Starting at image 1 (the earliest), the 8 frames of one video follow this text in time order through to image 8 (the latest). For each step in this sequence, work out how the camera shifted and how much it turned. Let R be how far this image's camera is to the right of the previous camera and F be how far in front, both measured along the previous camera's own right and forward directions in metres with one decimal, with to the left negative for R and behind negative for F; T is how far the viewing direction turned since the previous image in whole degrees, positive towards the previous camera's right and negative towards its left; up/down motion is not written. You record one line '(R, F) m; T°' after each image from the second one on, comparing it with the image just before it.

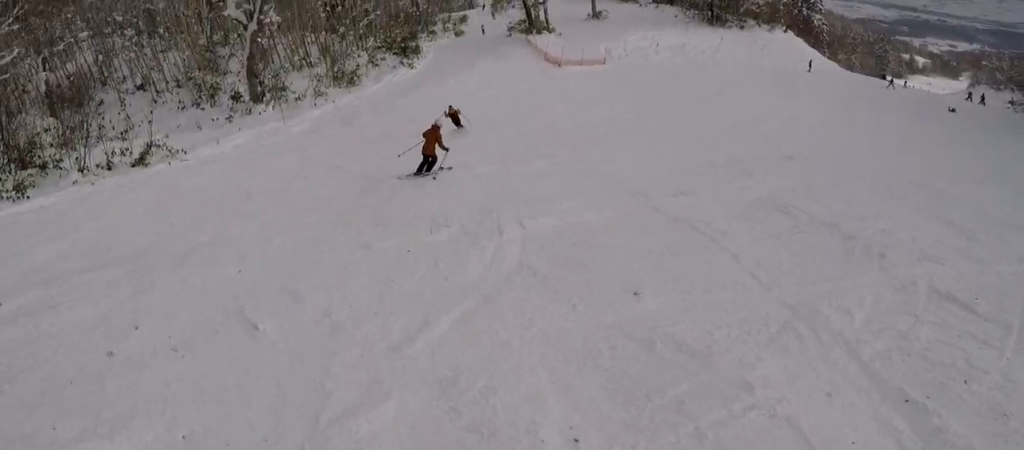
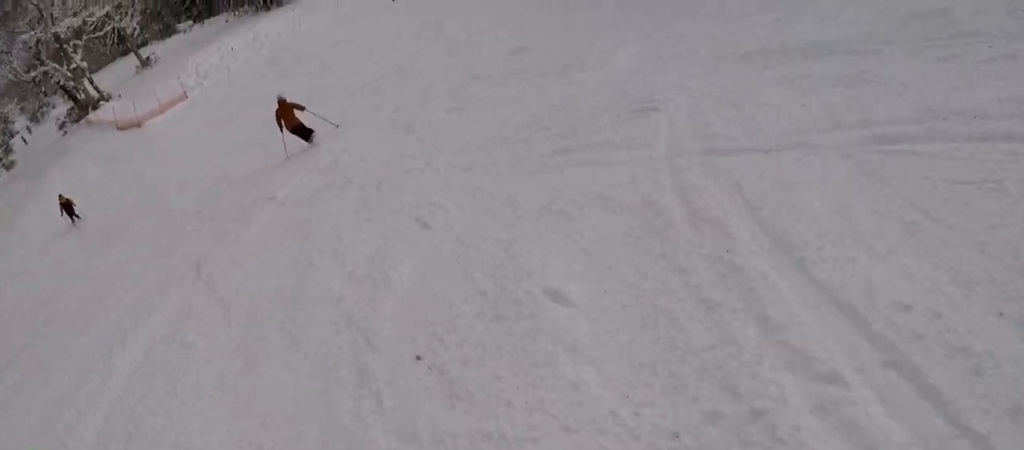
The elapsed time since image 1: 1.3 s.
(+1.3, +7.6) m; +27°
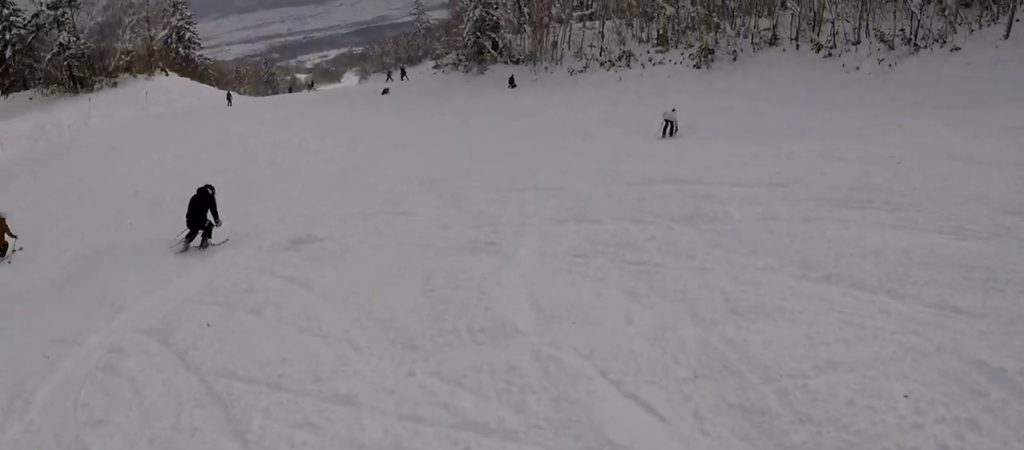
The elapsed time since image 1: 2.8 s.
(+3.3, +9.3) m; +26°
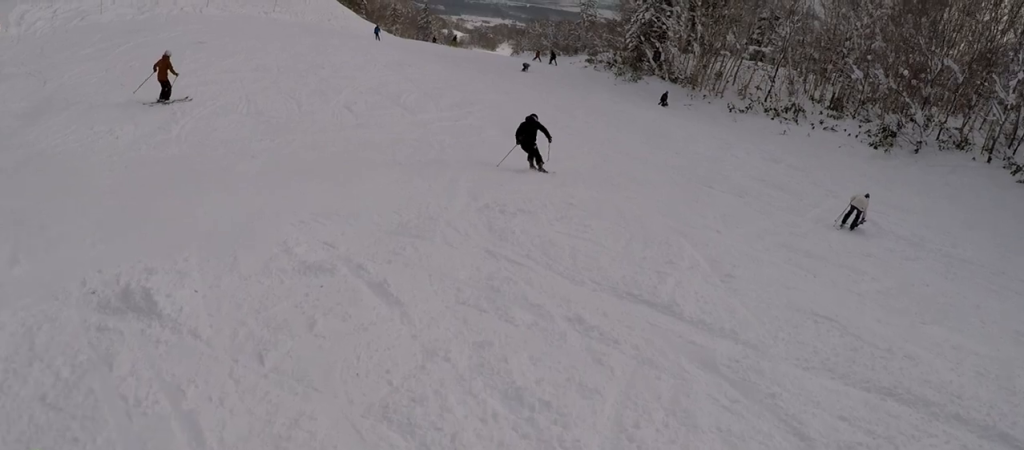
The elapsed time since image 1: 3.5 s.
(+0.2, +5.8) m; -2°
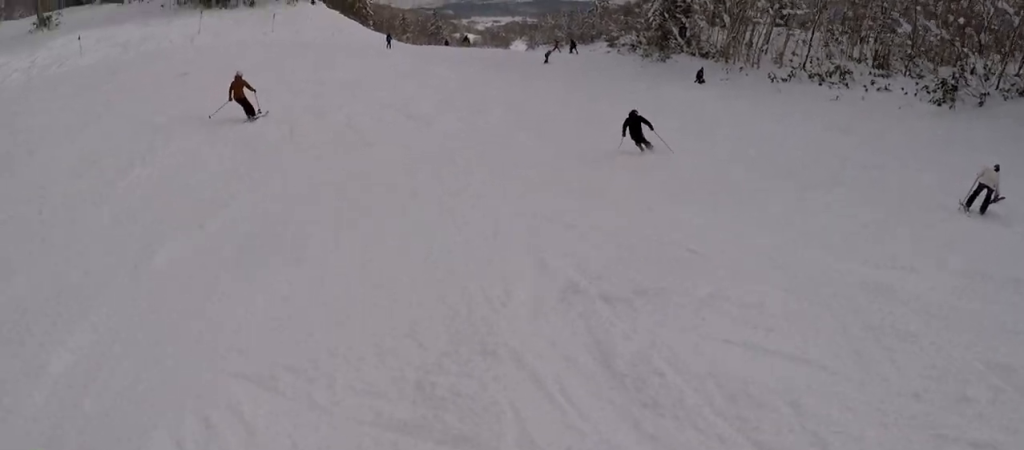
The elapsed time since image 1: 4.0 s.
(+0.2, +3.7) m; -4°
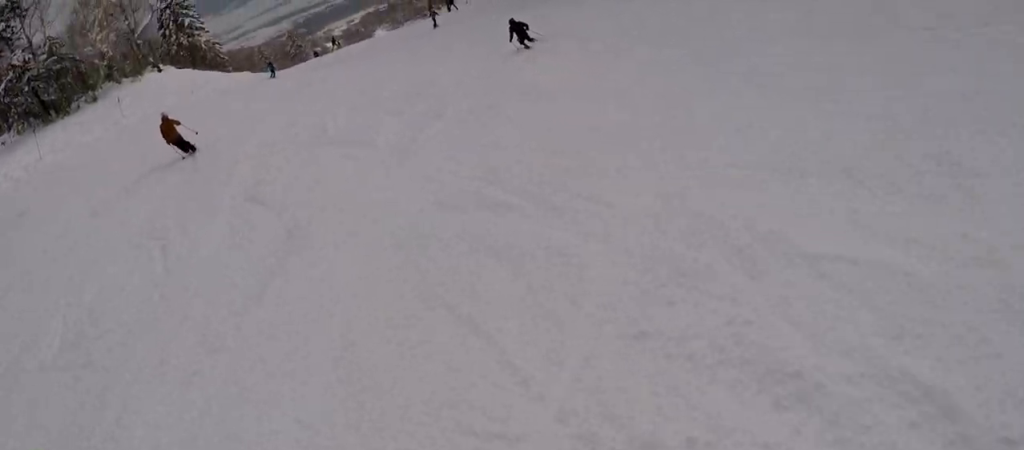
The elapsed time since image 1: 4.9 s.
(-0.8, +5.9) m; +9°
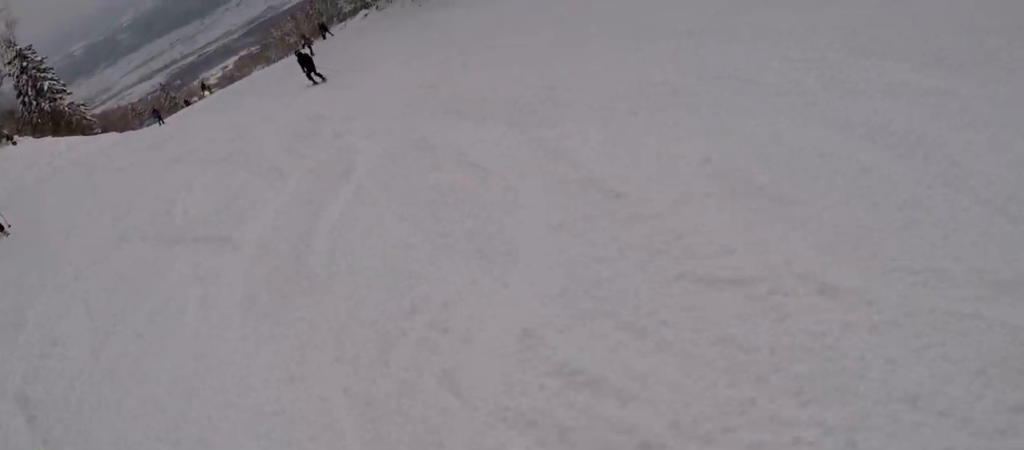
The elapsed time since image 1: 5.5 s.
(+0.7, +4.4) m; +11°
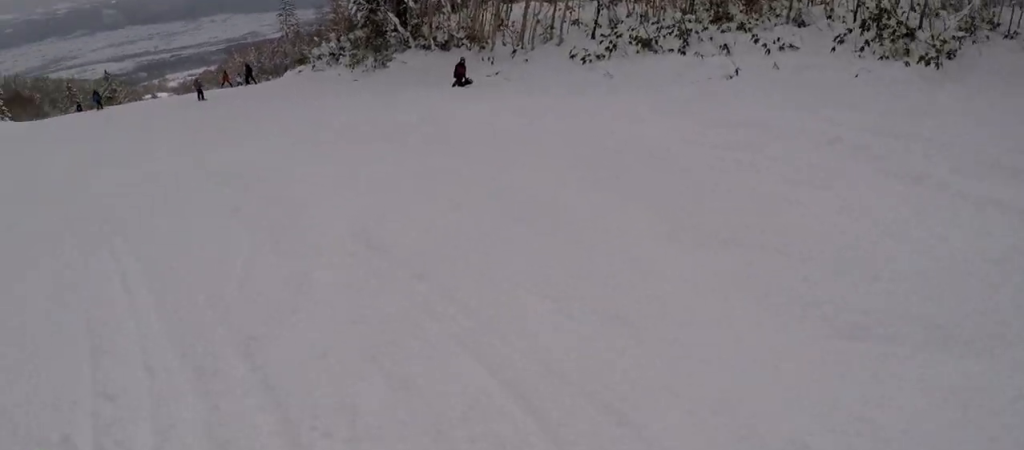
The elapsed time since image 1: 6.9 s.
(+2.5, +10.2) m; -3°
